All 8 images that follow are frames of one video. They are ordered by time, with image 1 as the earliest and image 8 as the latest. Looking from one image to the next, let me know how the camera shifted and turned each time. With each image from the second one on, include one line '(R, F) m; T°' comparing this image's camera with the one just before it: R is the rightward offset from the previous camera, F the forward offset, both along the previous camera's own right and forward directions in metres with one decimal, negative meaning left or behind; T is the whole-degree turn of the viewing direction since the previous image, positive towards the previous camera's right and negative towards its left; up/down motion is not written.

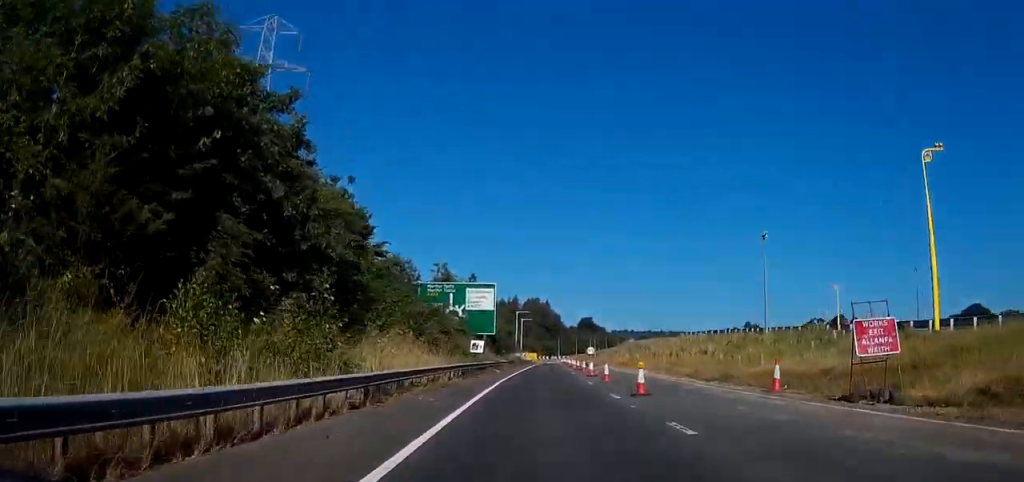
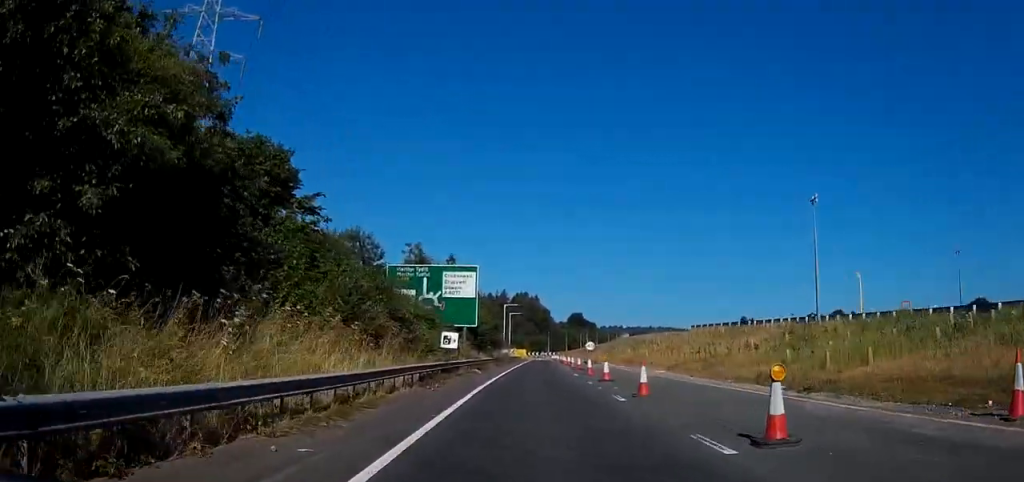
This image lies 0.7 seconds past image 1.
(0.0, +12.1) m; +1°
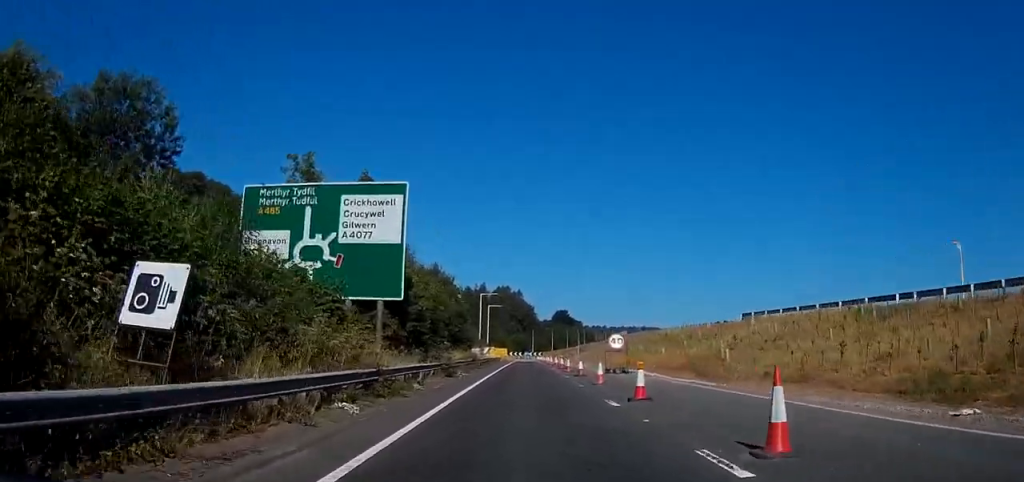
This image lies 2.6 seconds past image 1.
(+0.7, +32.7) m; +2°
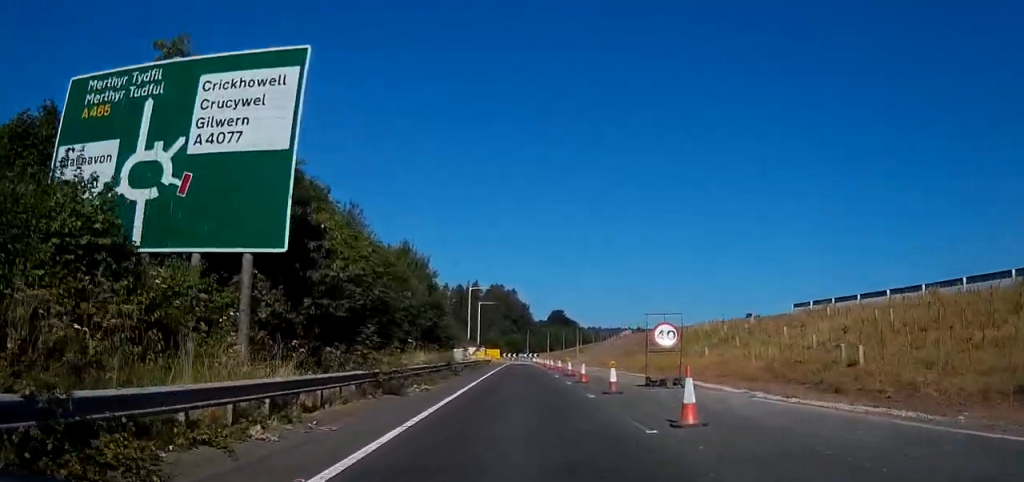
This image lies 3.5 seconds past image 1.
(0.0, +16.6) m; 0°
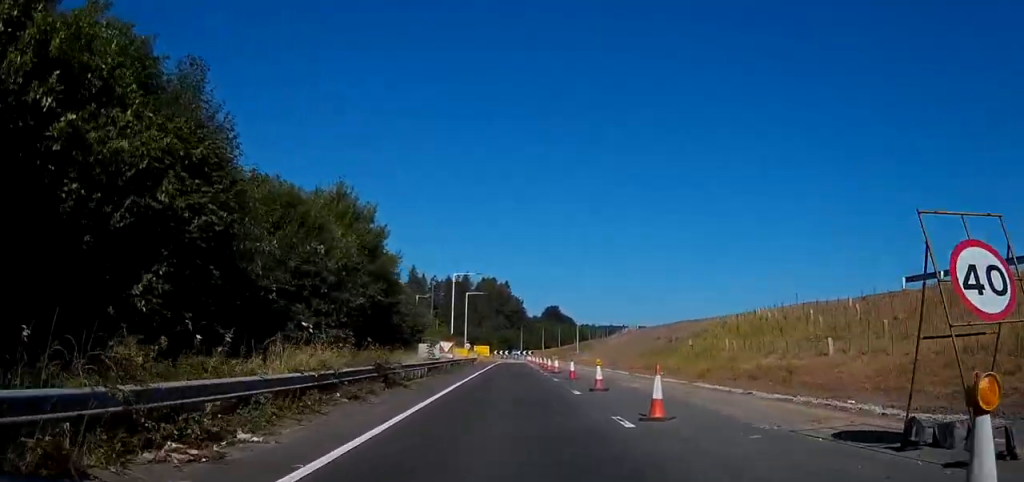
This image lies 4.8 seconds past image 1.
(+0.1, +19.0) m; 0°
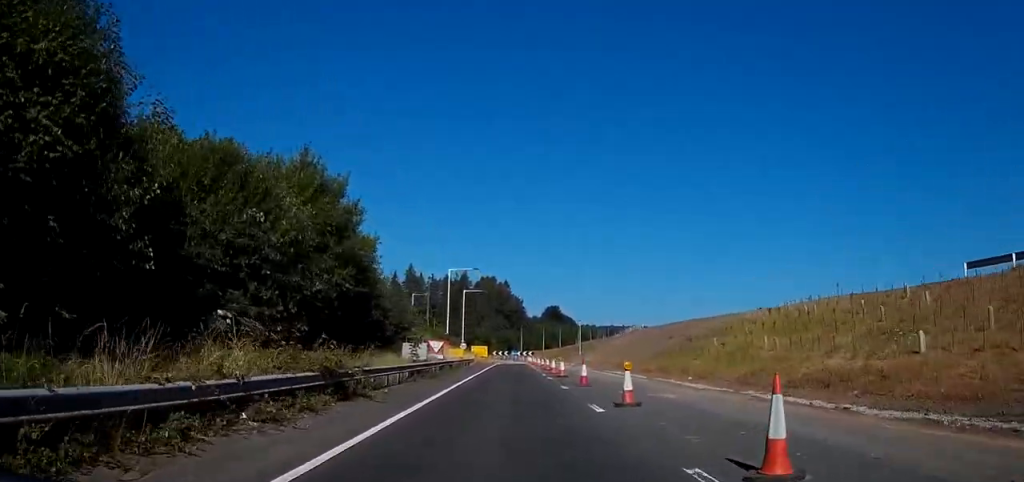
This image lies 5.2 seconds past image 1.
(0.0, +5.3) m; 0°
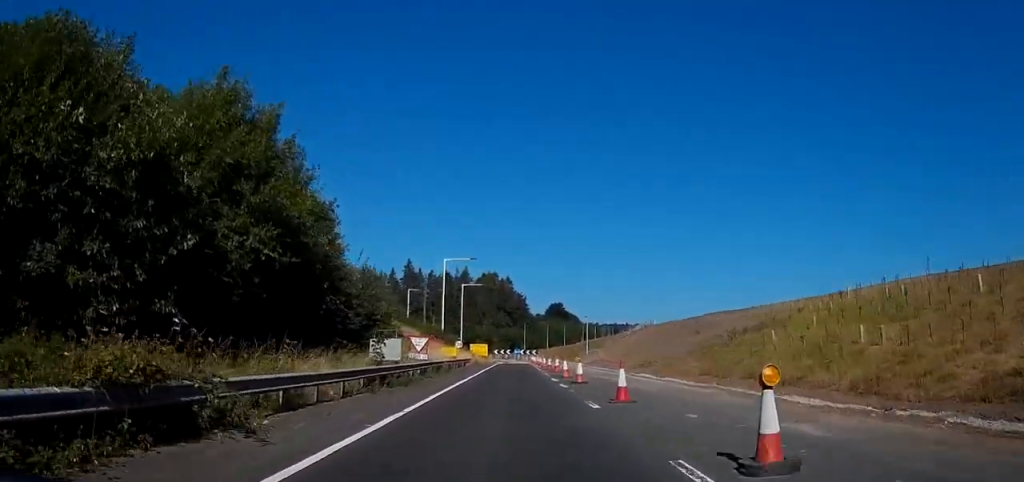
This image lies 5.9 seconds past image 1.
(0.0, +7.4) m; 0°
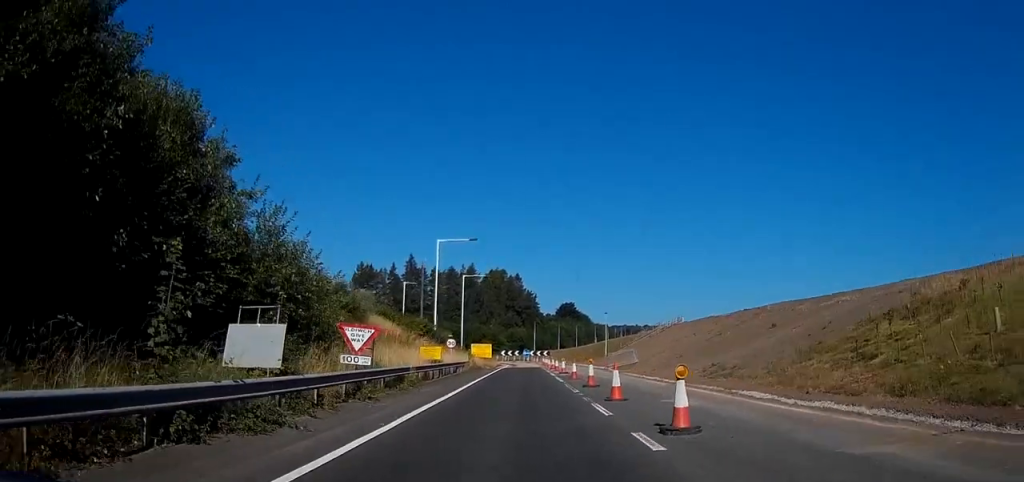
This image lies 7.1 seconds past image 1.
(0.0, +12.2) m; 0°
